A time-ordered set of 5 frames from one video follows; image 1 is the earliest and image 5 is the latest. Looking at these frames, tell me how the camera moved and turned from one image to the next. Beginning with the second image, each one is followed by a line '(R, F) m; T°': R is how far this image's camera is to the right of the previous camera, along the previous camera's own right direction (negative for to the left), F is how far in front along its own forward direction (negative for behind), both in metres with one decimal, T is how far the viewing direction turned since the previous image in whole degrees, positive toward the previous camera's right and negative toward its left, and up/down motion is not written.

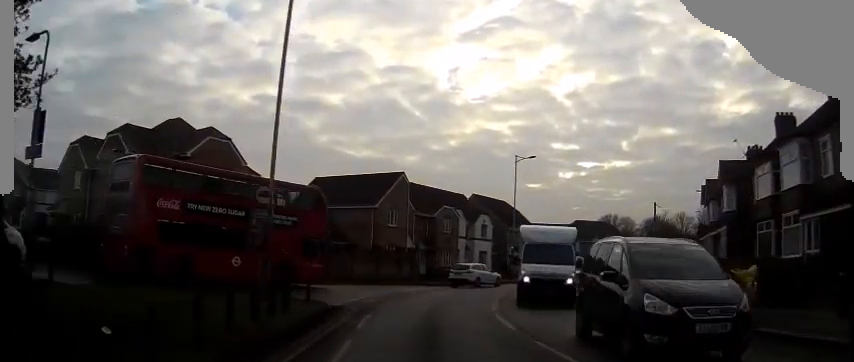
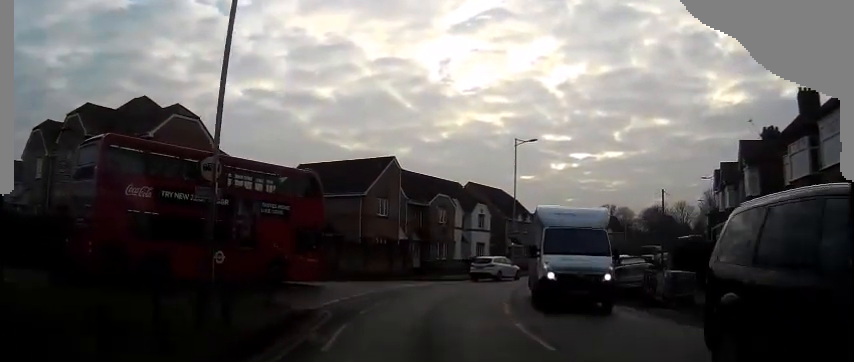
(+0.1, +3.9) m; +1°
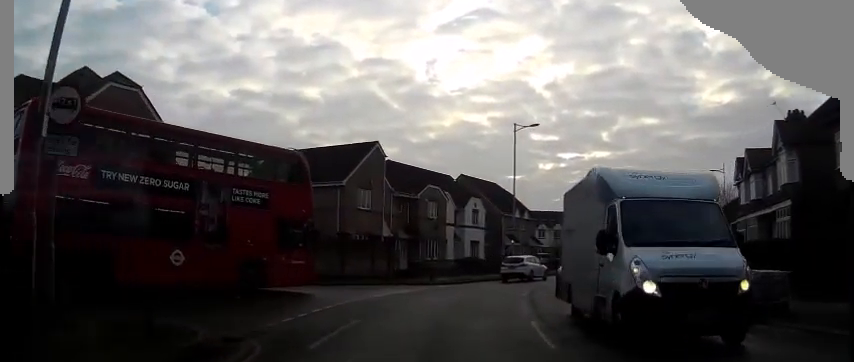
(+0.1, +5.7) m; +1°
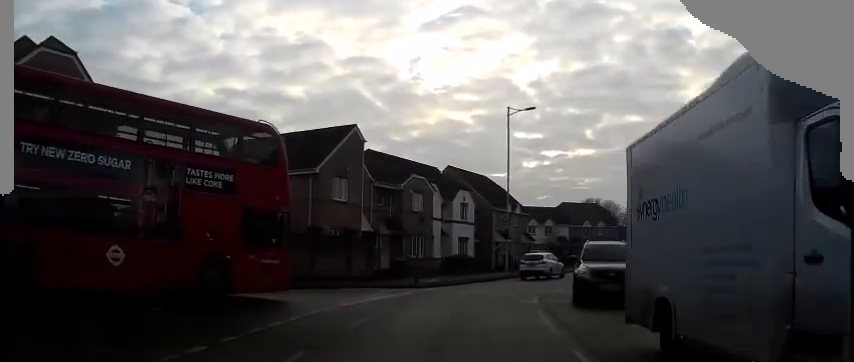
(0.0, +4.2) m; +1°
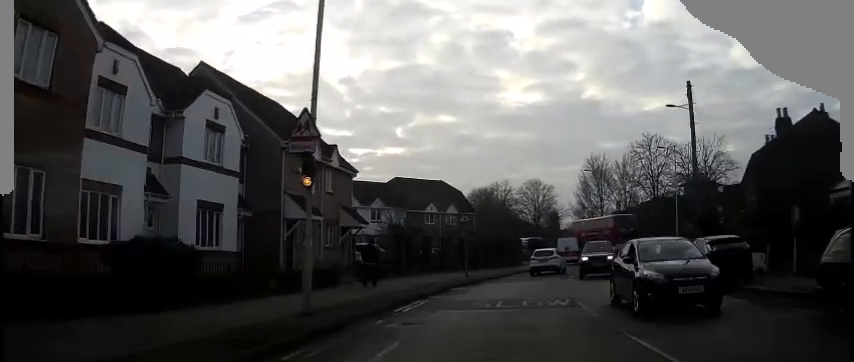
(+3.7, +26.6) m; +21°
